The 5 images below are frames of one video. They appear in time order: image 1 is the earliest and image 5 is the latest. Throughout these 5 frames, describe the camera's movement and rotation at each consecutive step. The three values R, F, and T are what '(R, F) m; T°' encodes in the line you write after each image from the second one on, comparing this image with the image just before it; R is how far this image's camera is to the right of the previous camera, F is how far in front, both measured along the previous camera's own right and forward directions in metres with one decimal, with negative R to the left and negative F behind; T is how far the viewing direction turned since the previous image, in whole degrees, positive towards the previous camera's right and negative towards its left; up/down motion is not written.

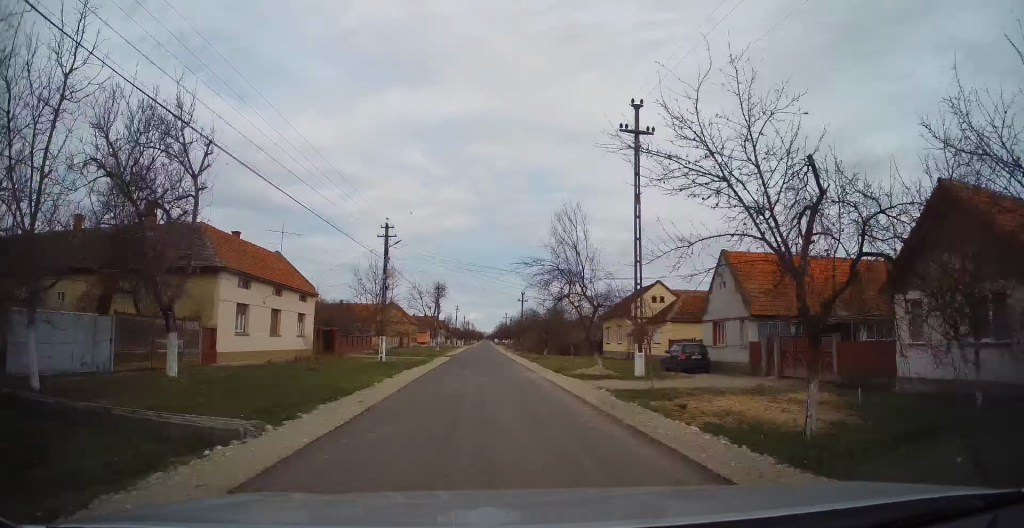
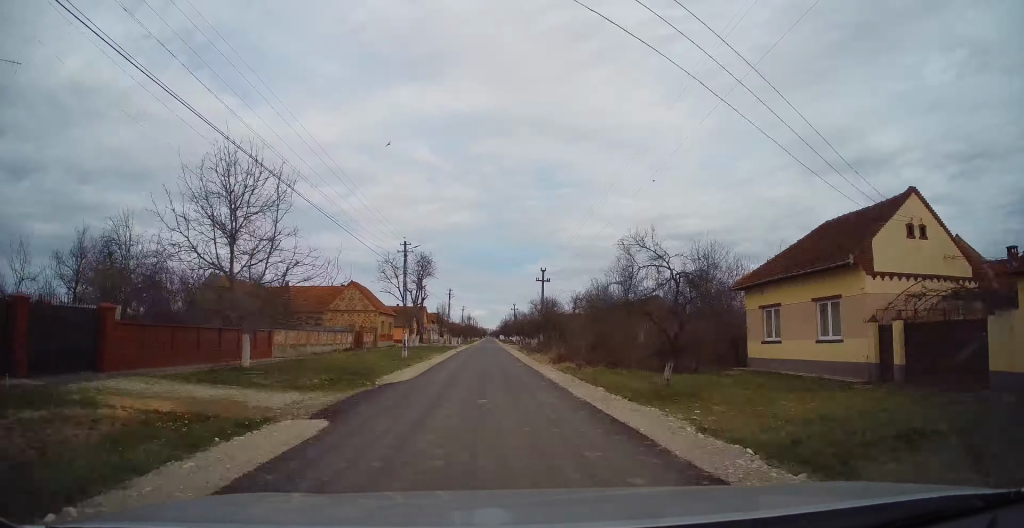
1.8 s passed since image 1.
(+0.3, +30.3) m; 0°
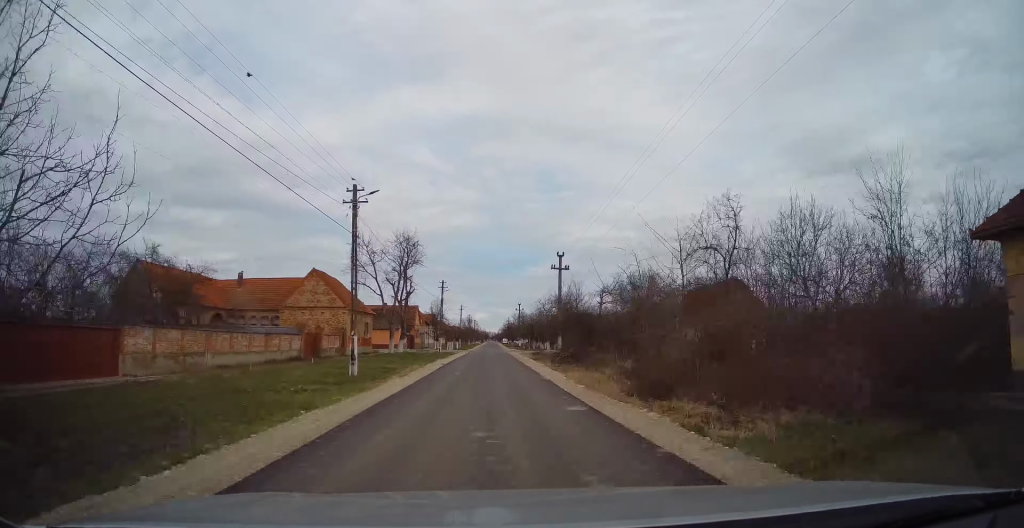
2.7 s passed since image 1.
(-0.1, +15.2) m; 0°
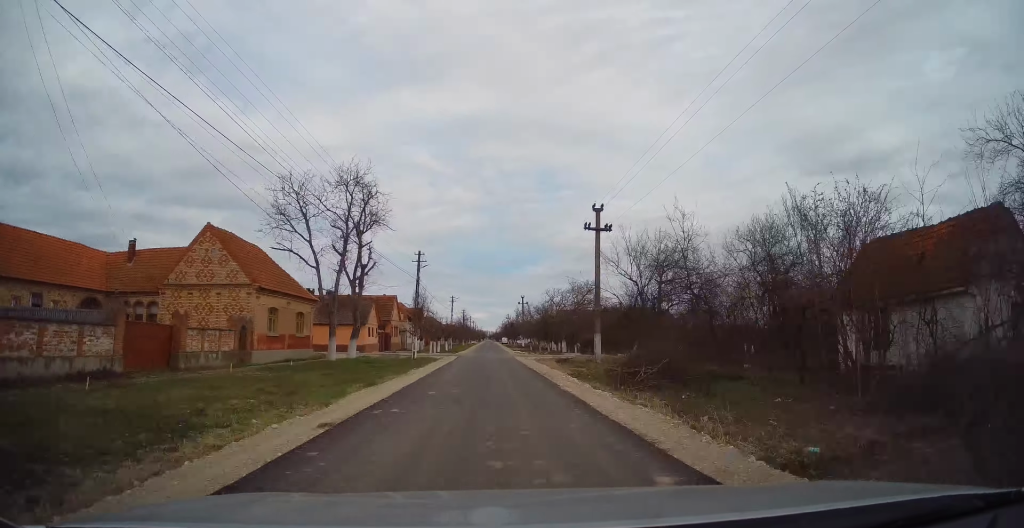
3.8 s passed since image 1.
(+0.1, +19.3) m; 0°
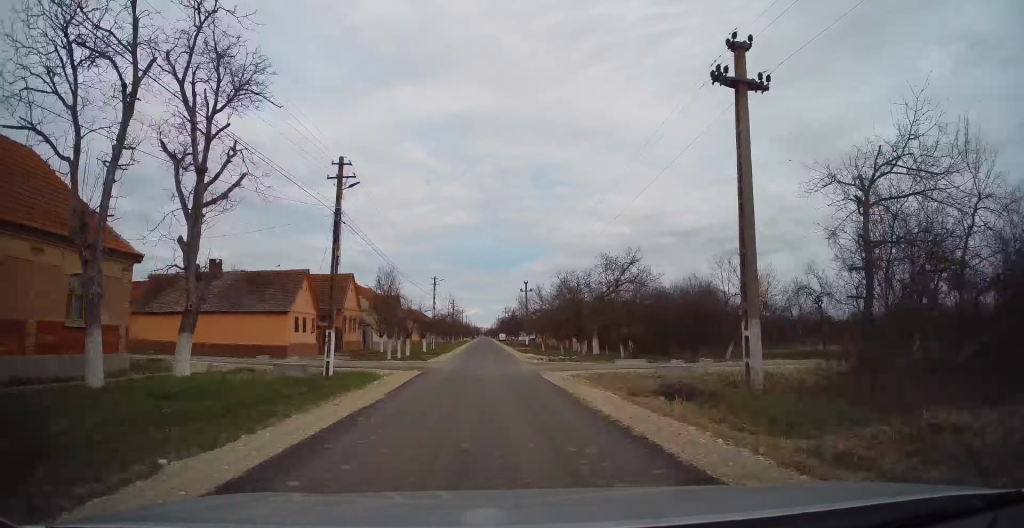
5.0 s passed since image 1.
(-0.3, +20.8) m; 0°
